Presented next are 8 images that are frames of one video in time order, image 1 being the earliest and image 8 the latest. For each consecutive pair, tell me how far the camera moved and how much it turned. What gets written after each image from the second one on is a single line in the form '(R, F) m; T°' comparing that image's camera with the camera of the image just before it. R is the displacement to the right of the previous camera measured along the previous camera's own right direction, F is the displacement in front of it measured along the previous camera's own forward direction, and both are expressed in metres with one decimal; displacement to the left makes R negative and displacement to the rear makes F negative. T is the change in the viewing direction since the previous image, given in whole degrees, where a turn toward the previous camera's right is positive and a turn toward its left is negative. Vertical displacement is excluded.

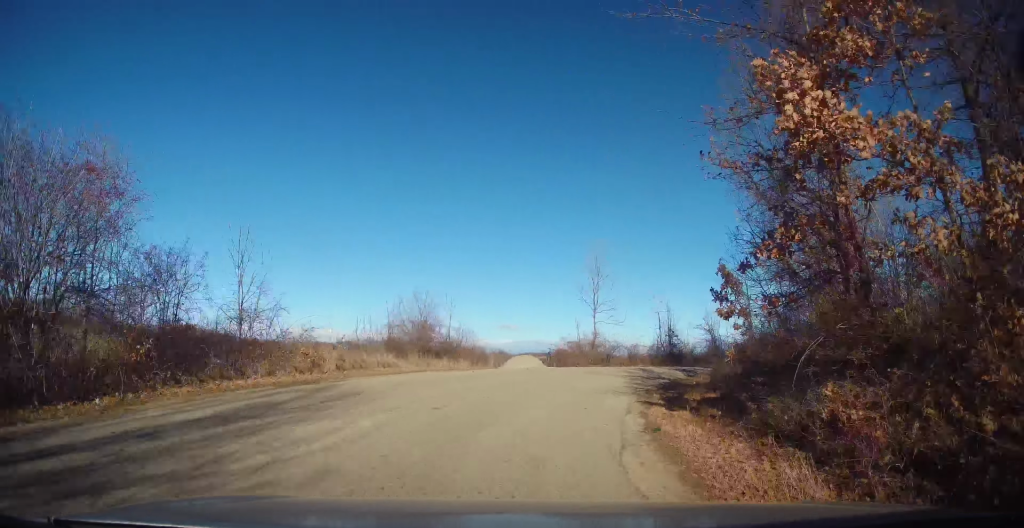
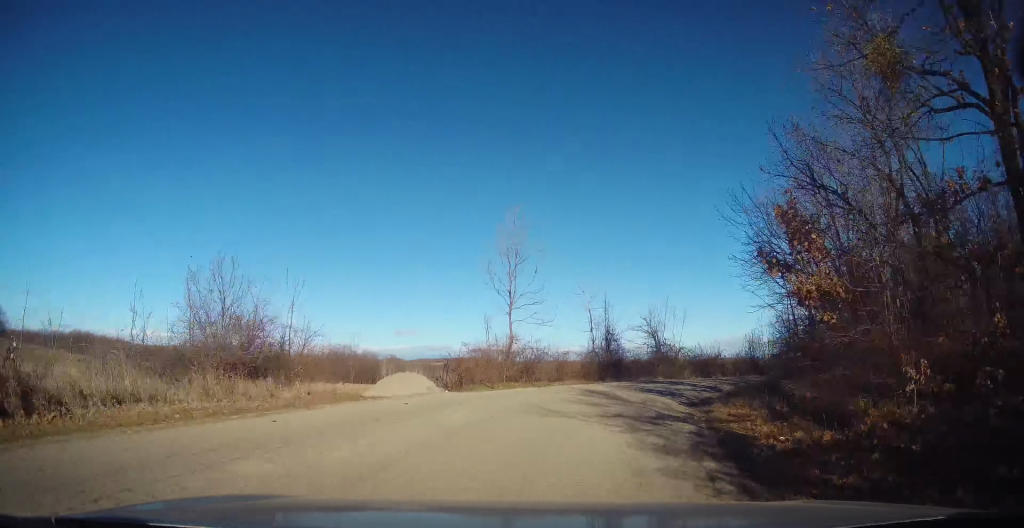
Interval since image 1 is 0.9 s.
(+1.0, +11.0) m; +11°
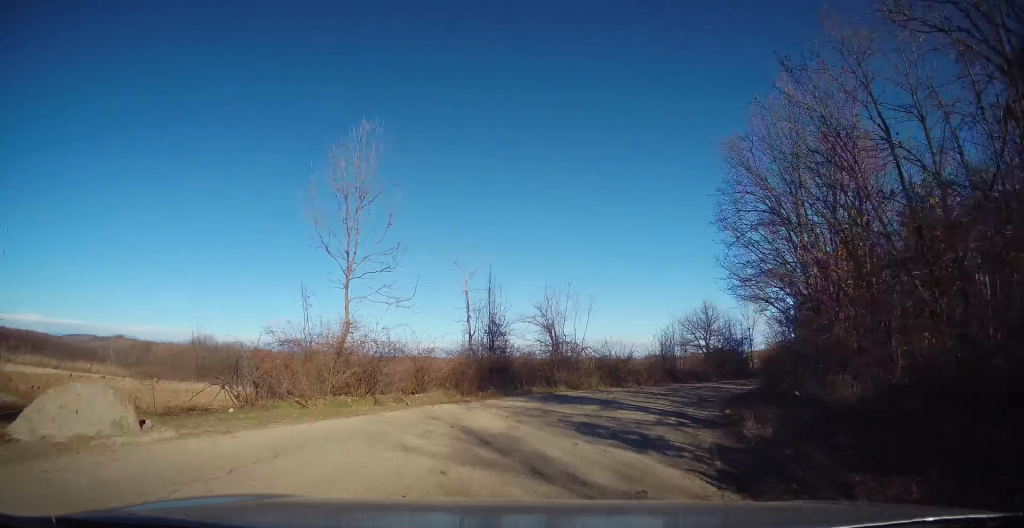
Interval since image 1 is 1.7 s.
(+1.0, +9.7) m; +13°
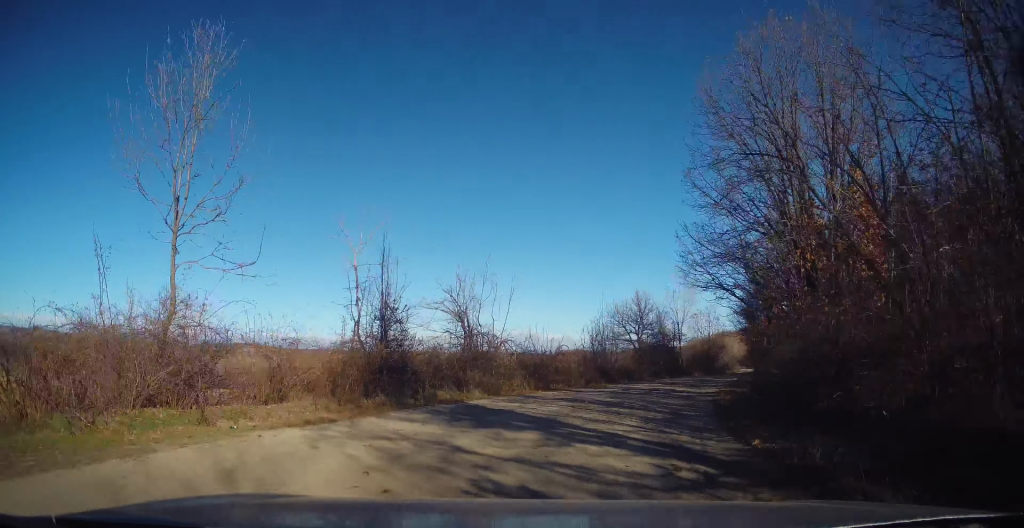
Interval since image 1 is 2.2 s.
(+0.2, +5.3) m; +9°
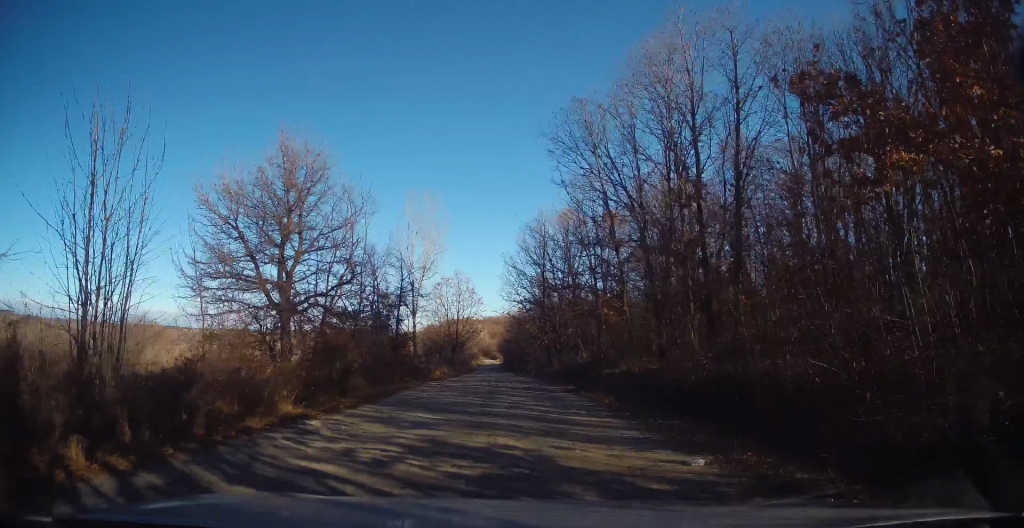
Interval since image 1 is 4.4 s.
(+8.7, +25.7) m; +28°
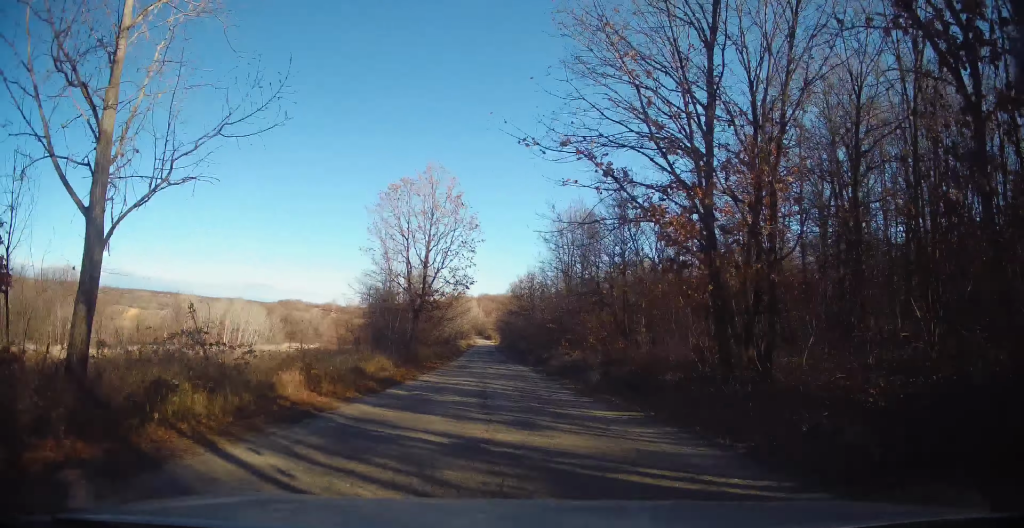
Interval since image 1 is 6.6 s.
(+0.8, +32.1) m; +1°
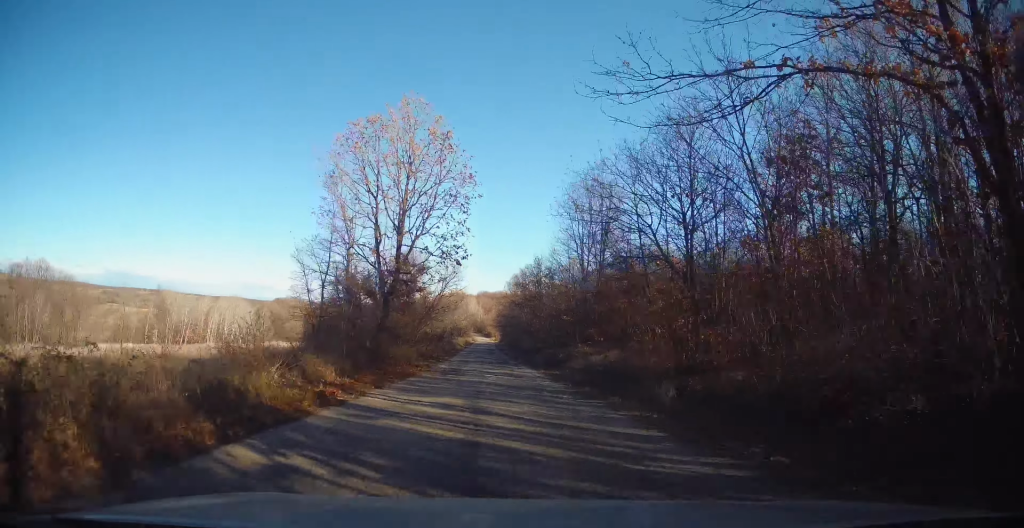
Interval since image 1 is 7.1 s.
(-0.1, +9.2) m; 0°
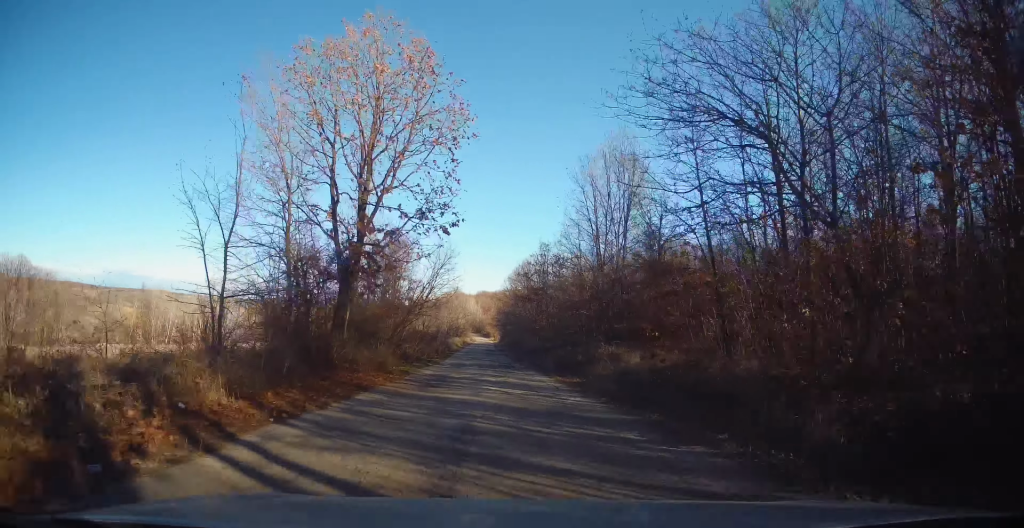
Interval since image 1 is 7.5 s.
(0.0, +6.6) m; 0°
